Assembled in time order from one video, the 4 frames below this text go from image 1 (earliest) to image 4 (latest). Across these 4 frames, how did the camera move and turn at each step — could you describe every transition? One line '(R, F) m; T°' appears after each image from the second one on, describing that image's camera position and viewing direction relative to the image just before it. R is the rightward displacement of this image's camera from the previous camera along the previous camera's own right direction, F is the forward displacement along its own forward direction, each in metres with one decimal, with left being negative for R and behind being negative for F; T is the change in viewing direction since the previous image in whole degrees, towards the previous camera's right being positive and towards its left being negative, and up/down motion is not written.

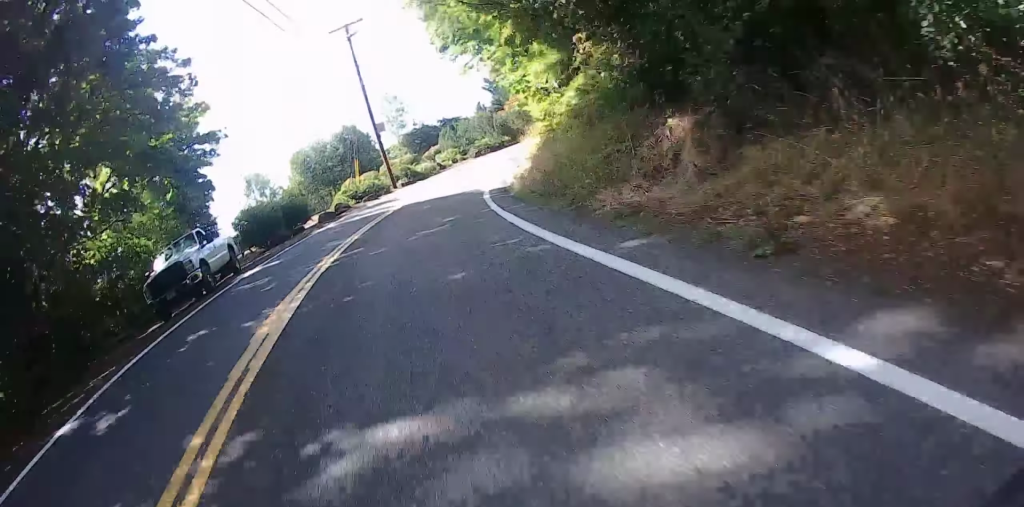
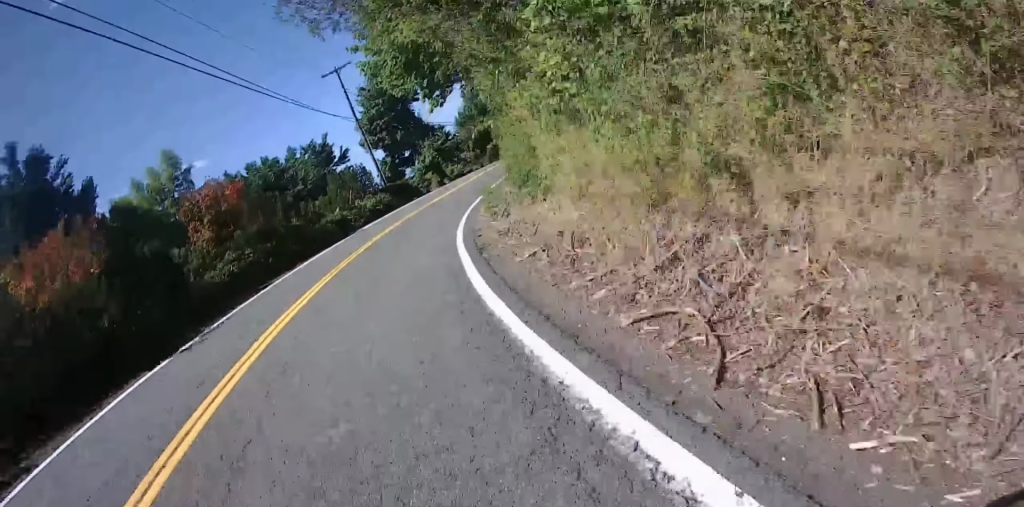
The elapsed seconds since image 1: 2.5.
(-2.8, +53.9) m; -3°
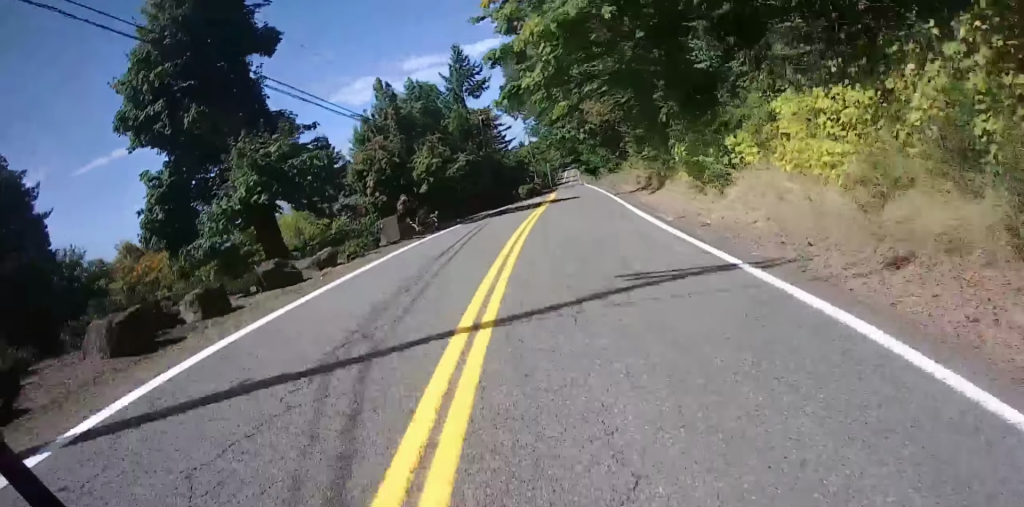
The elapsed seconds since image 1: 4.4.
(+3.2, +37.1) m; +18°
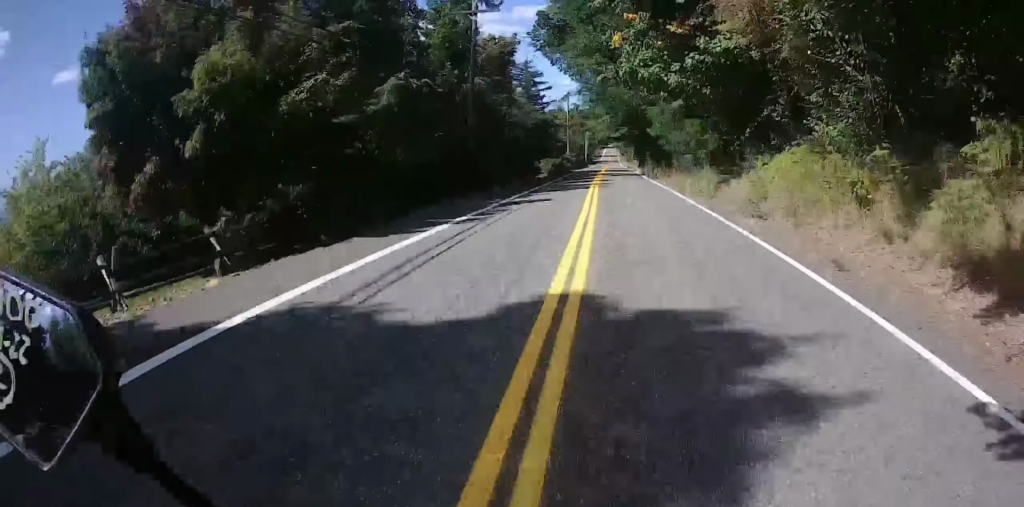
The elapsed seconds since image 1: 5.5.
(+3.7, +22.7) m; +12°
